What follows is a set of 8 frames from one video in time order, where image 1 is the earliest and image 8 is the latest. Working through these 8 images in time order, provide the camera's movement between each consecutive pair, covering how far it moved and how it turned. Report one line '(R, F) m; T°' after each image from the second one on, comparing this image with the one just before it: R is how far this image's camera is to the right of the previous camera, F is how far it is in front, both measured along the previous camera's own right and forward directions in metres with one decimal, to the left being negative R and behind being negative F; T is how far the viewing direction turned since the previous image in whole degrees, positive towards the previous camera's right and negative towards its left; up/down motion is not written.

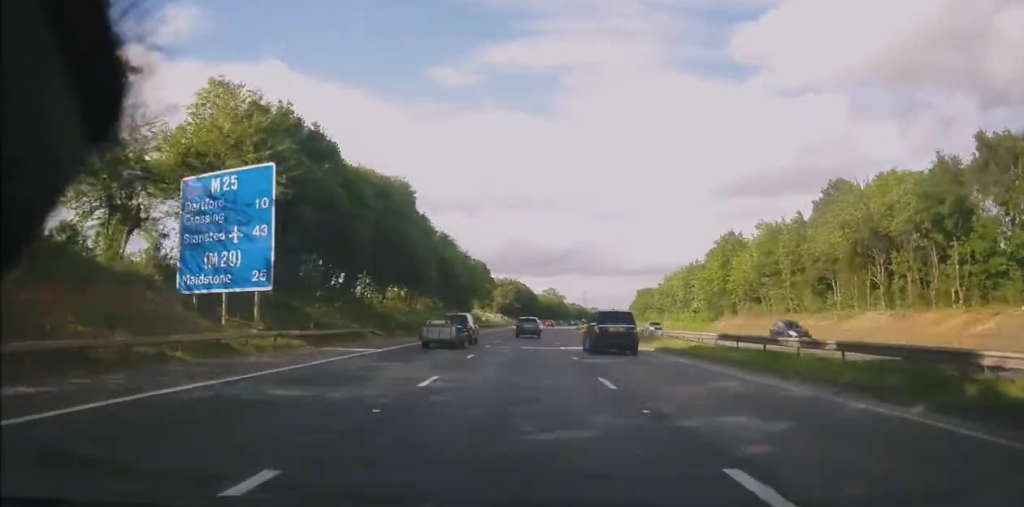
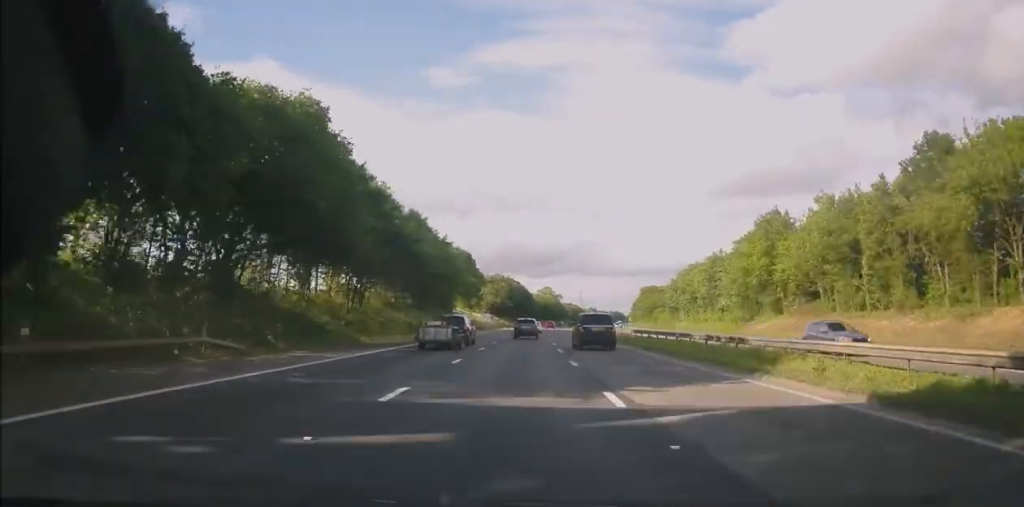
(+0.1, +19.8) m; +1°
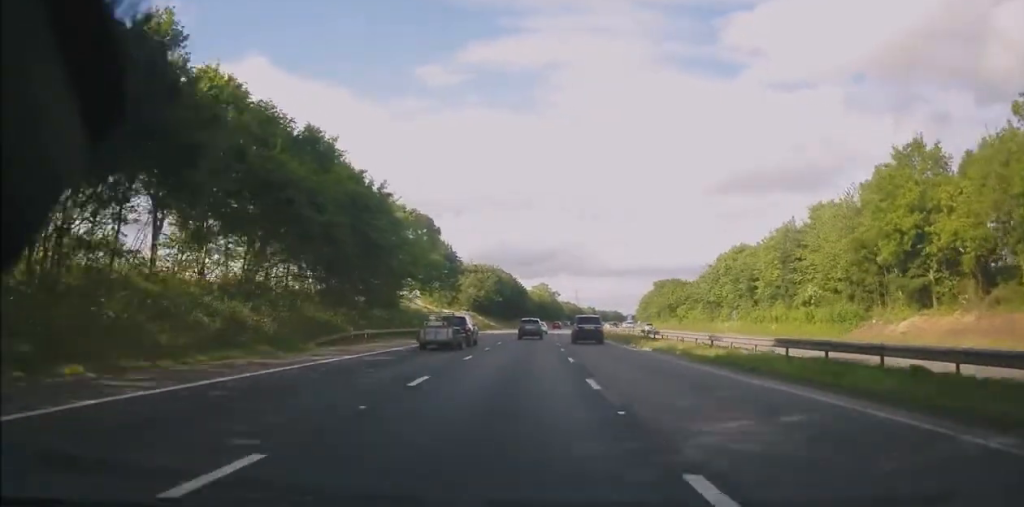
(+0.4, +32.5) m; +1°
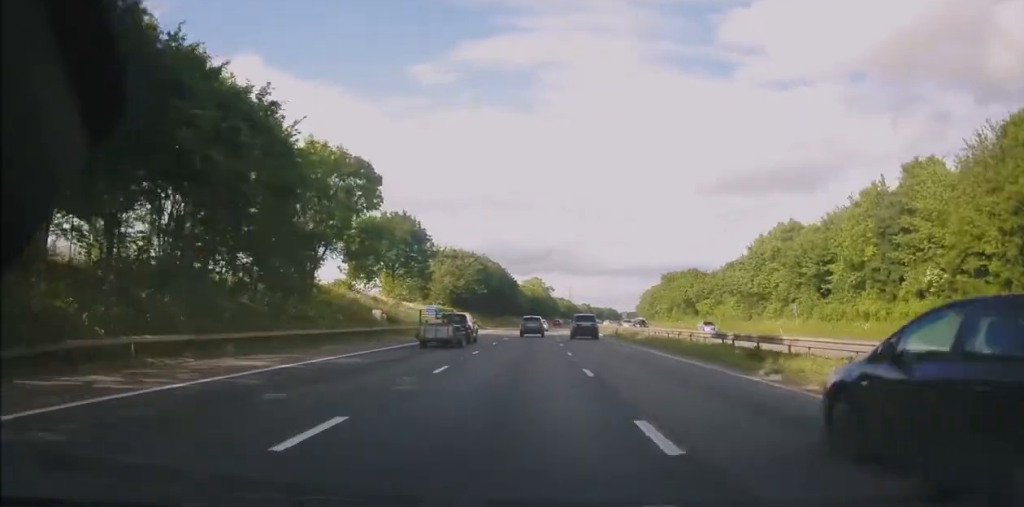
(-0.1, +22.6) m; +1°
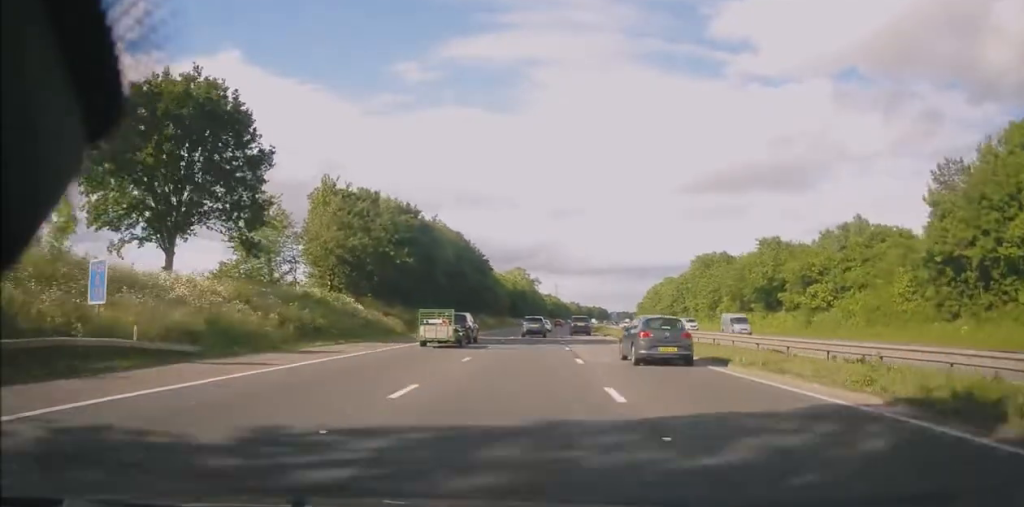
(+0.9, +47.6) m; +1°
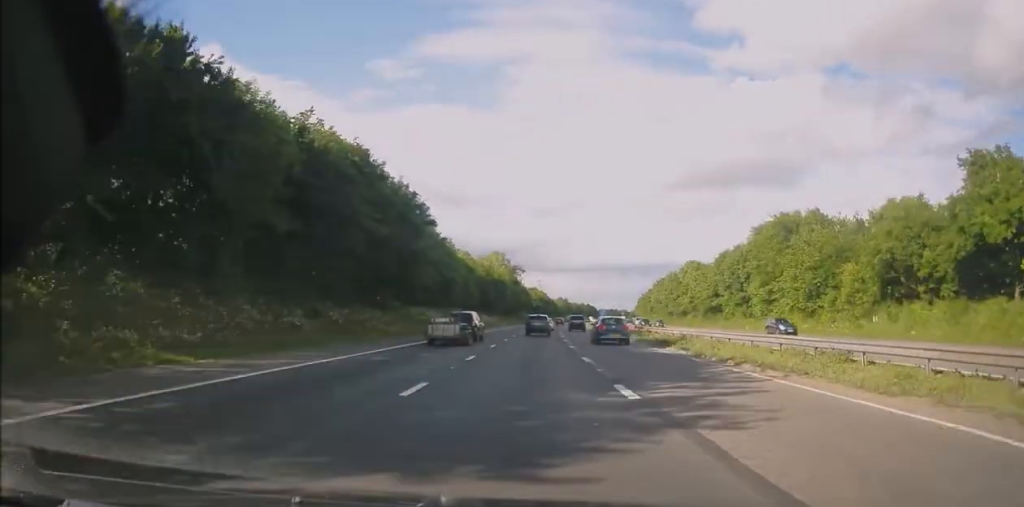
(+0.8, +43.7) m; +2°
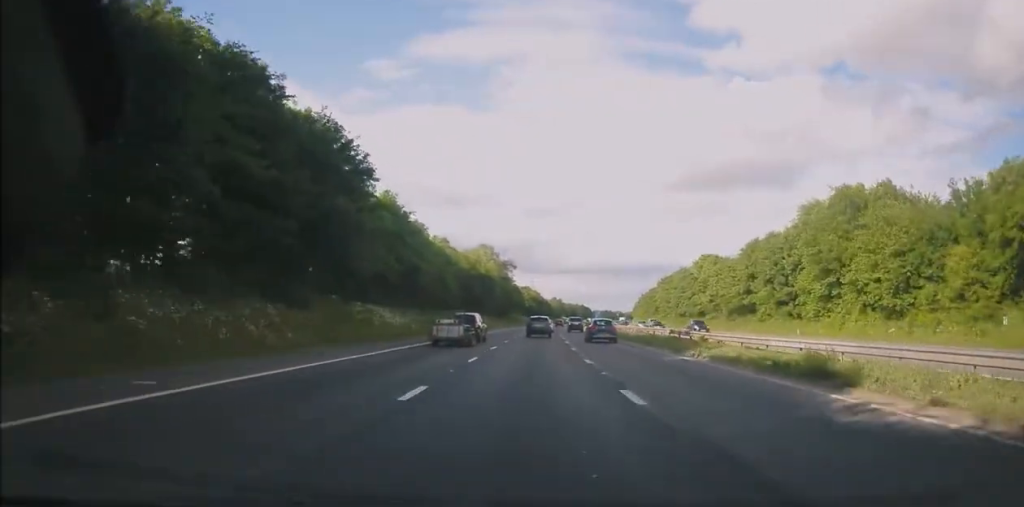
(+0.1, +17.9) m; +1°
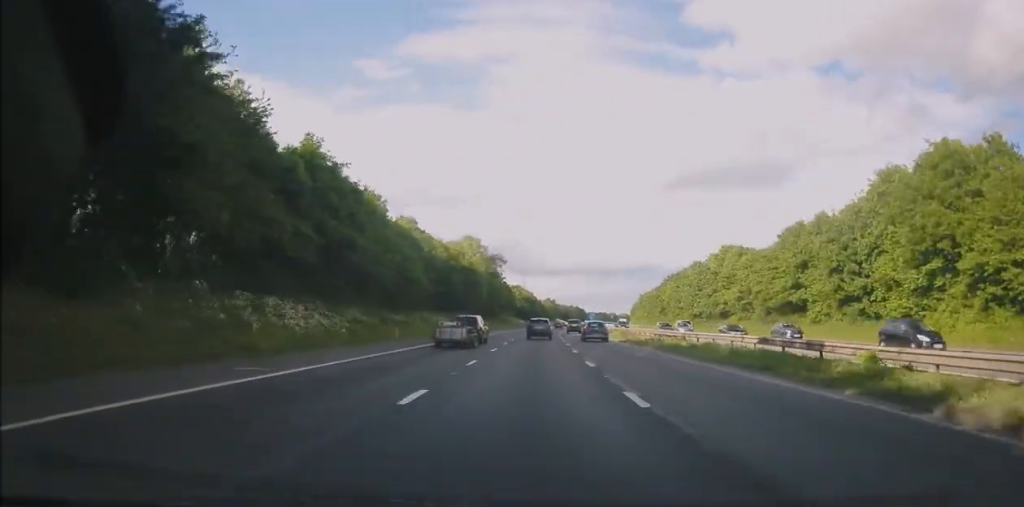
(+0.2, +17.9) m; +1°
